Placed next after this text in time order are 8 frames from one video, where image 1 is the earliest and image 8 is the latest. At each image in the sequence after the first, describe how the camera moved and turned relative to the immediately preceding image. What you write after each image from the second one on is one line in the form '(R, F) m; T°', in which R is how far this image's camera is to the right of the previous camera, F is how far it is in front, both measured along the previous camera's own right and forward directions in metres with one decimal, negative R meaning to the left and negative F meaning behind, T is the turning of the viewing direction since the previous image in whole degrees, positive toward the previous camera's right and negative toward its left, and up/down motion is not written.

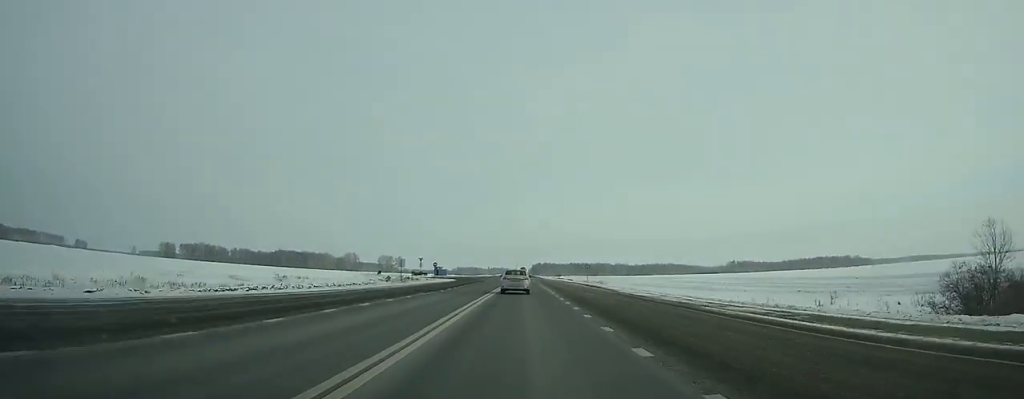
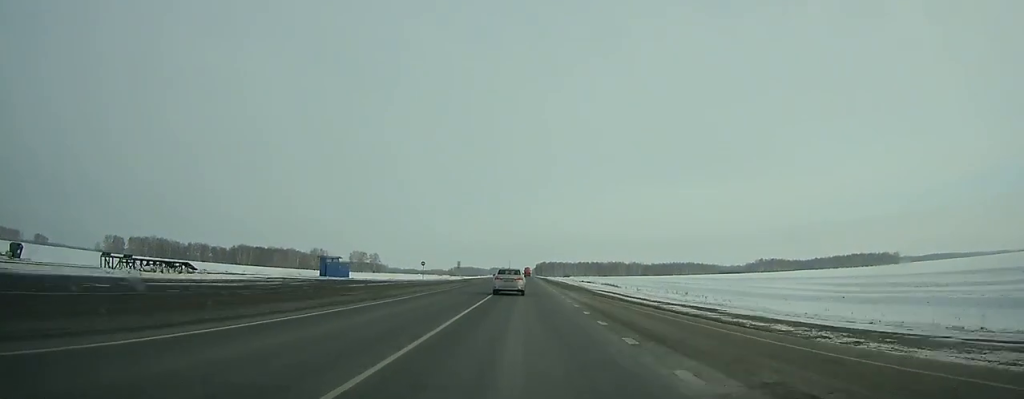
(-0.1, +109.1) m; 0°
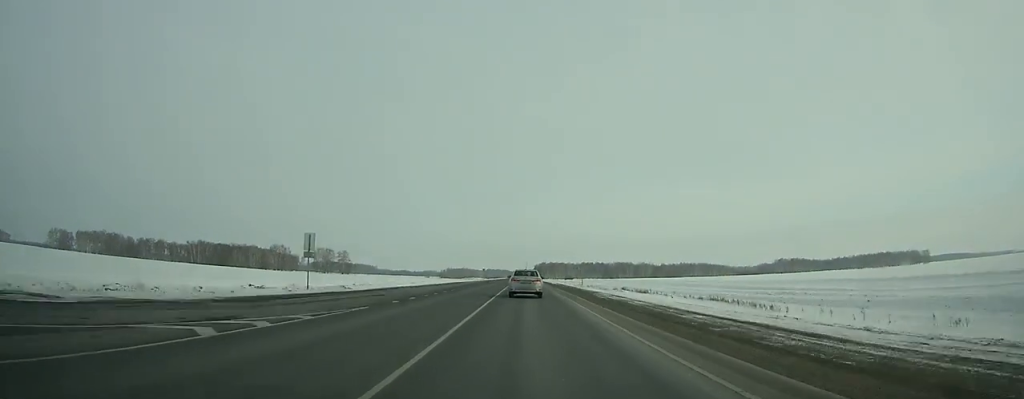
(+0.2, +80.2) m; 0°
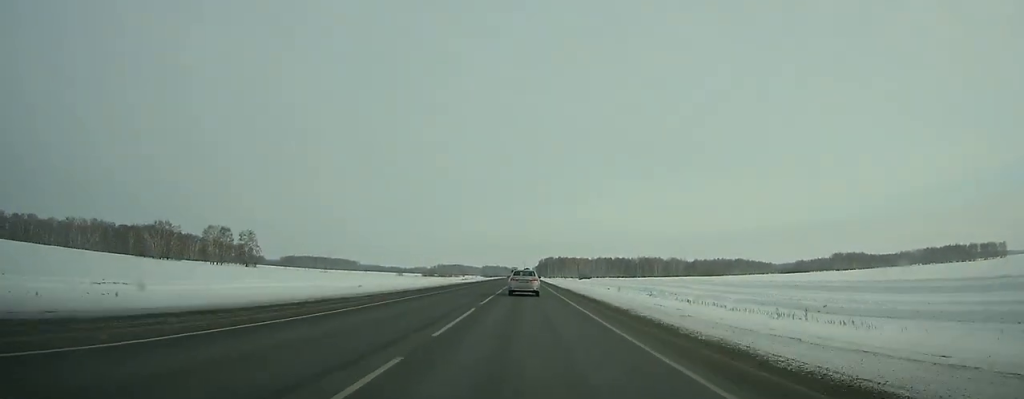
(+0.5, +153.0) m; 0°
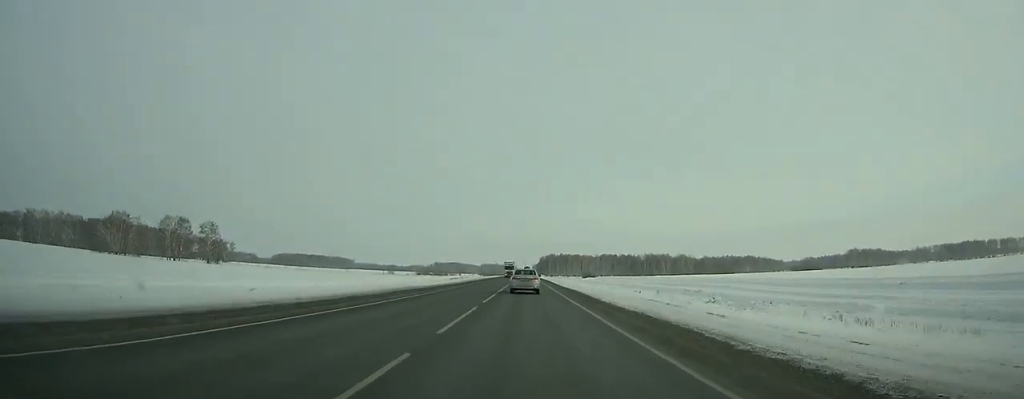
(-0.1, +37.0) m; 0°
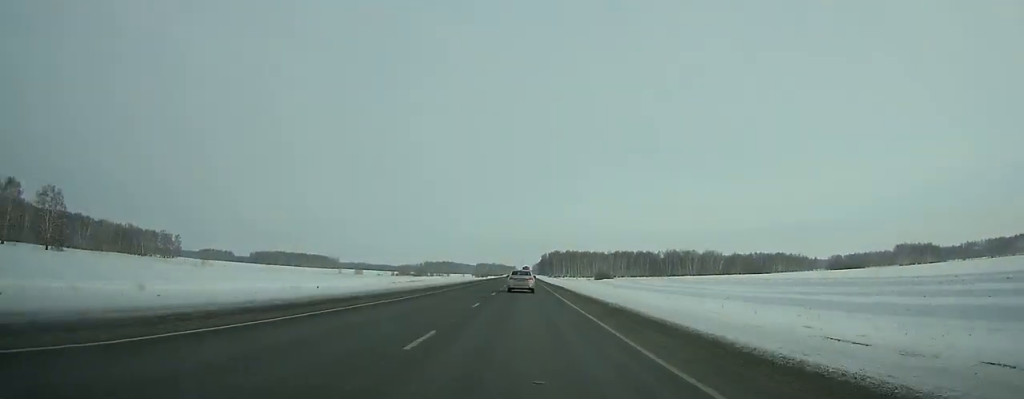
(-0.1, +93.6) m; 0°
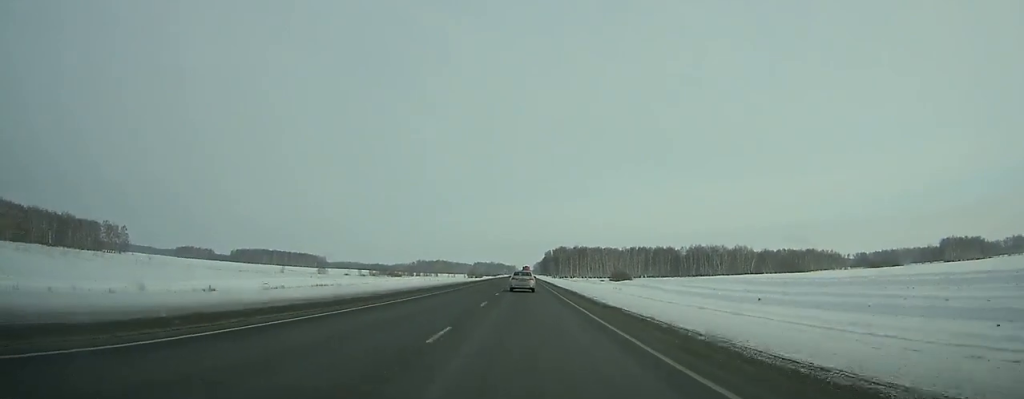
(-0.1, +70.8) m; 0°
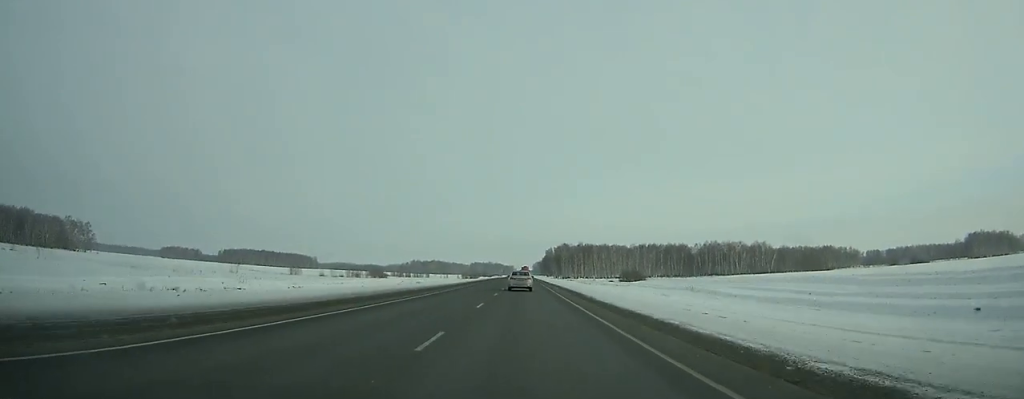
(0.0, +38.5) m; 0°
